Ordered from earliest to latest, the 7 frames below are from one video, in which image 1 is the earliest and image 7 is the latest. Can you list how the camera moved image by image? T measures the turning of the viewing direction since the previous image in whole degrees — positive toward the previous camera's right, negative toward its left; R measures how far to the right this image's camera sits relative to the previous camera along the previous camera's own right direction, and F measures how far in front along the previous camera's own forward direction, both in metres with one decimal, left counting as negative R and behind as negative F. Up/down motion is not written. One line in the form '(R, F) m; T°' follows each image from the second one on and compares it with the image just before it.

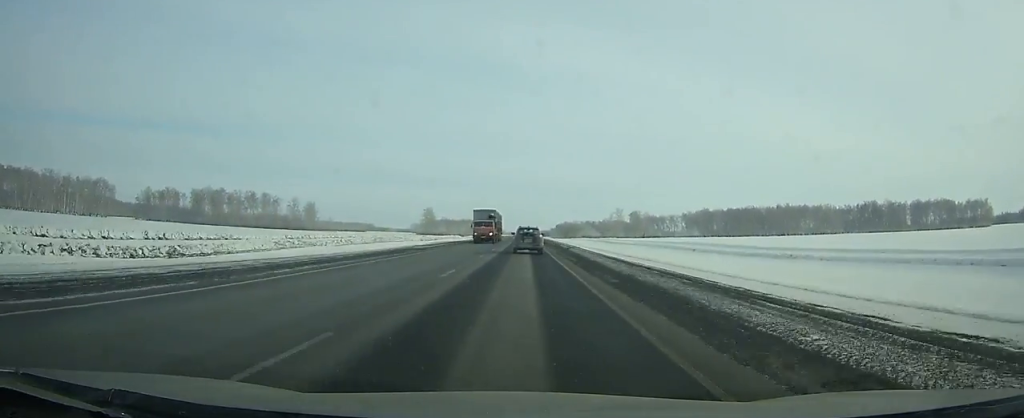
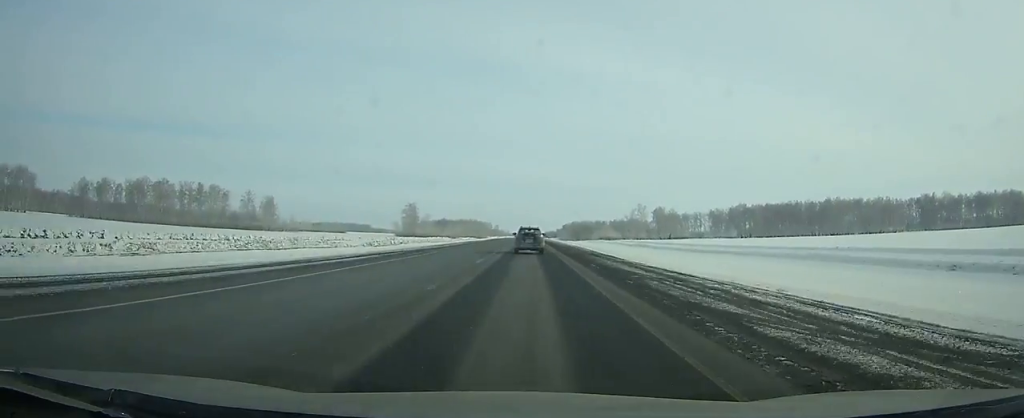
(+0.1, +64.2) m; 0°
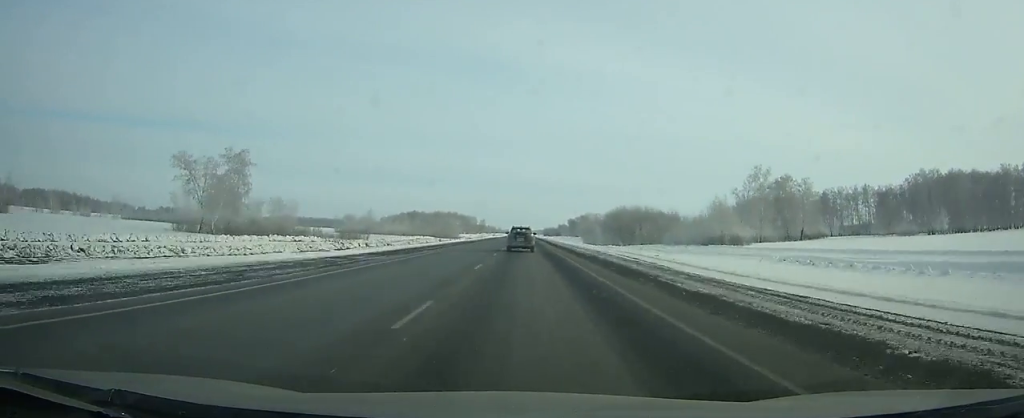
(+0.1, +169.8) m; 0°
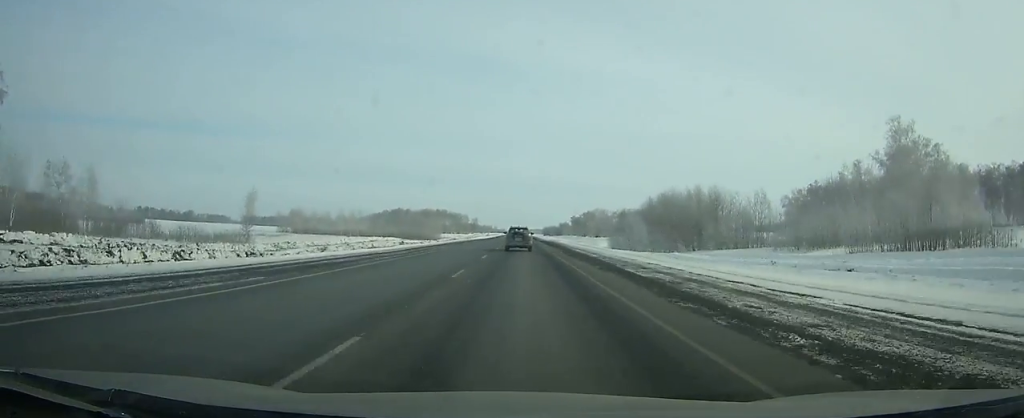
(0.0, +59.4) m; 0°
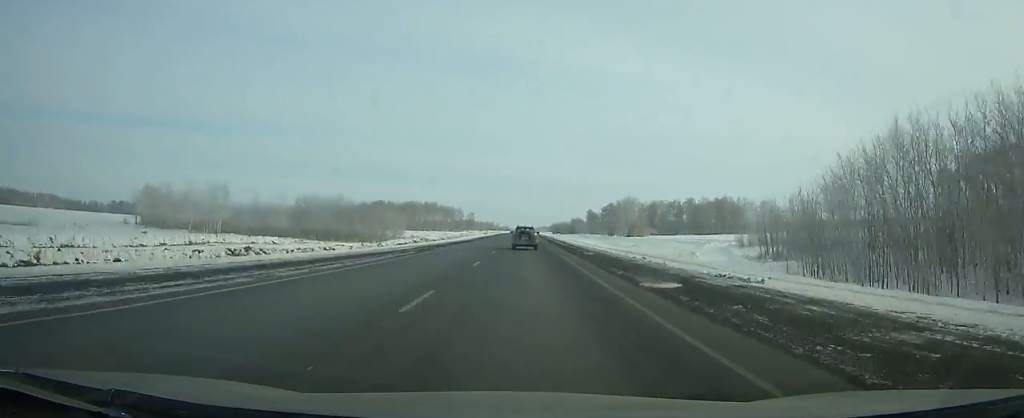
(-0.1, +84.6) m; 0°
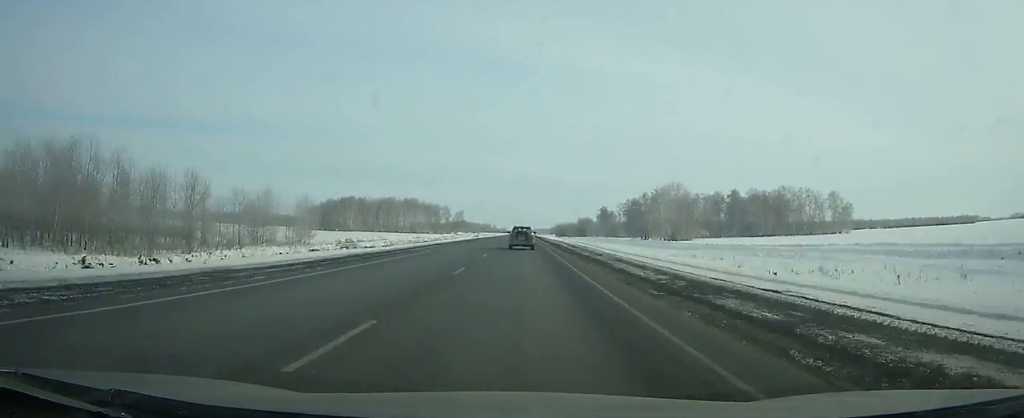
(0.0, +72.9) m; 0°
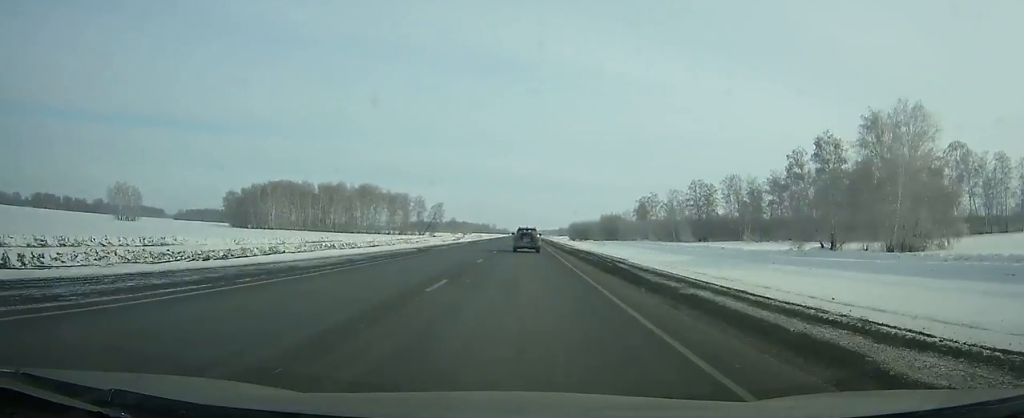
(-0.1, +114.3) m; 0°
